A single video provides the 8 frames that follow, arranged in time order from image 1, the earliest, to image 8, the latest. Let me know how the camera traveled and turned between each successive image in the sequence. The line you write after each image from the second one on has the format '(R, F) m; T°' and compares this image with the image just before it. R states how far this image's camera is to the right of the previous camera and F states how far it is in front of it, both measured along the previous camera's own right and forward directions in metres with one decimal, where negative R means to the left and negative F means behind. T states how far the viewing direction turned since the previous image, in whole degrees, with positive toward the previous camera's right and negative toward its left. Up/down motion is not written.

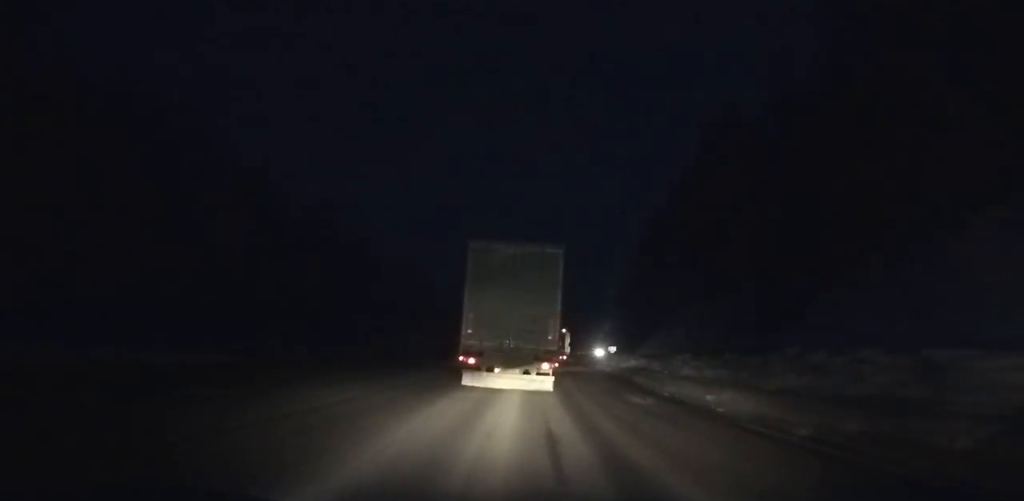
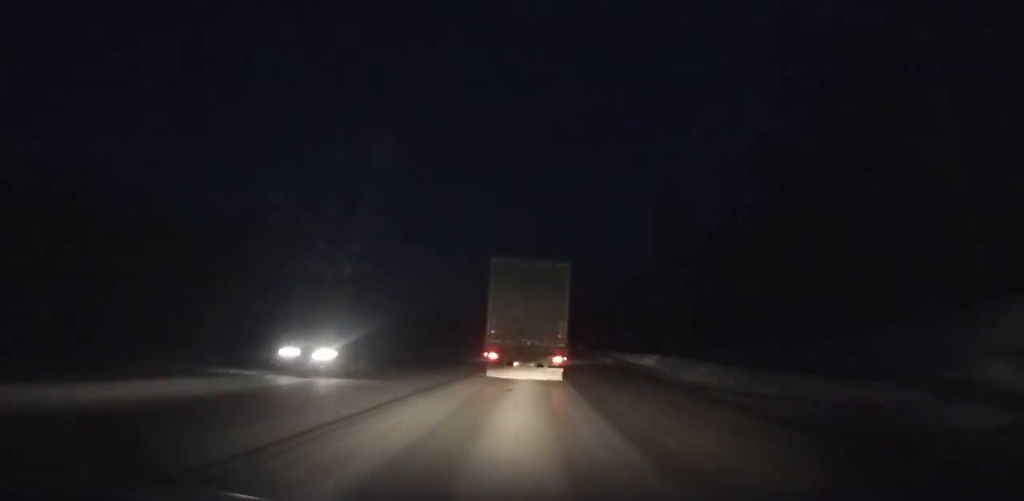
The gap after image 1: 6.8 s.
(+7.8, +107.7) m; +8°
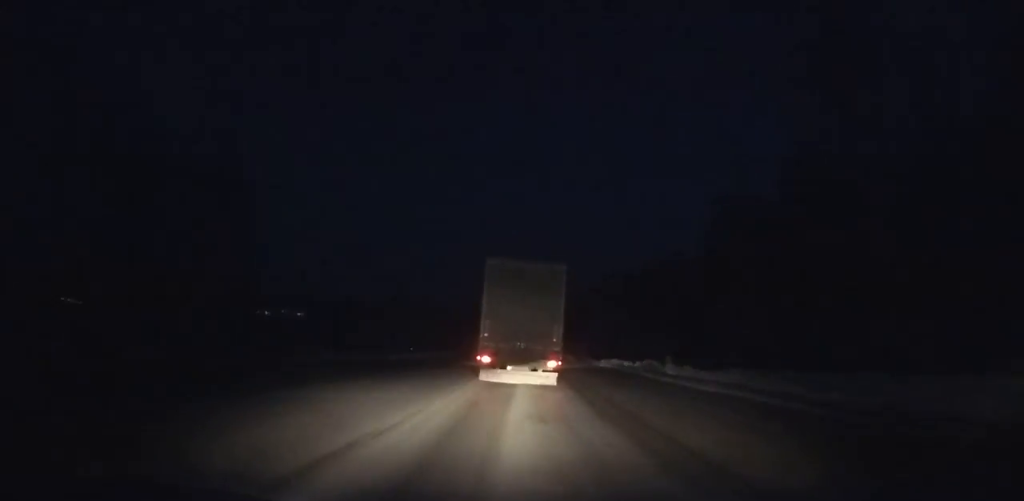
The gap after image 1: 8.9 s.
(+0.6, +35.3) m; +1°
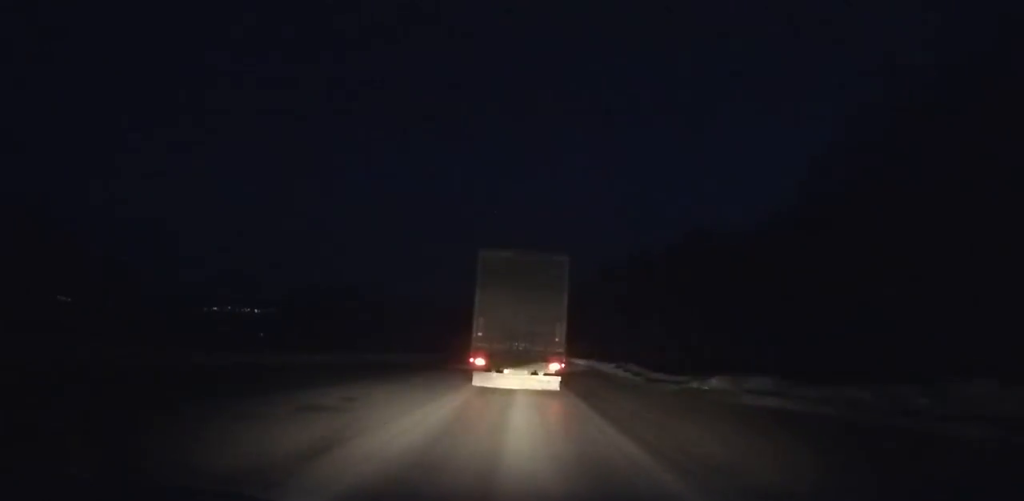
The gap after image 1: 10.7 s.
(+0.3, +30.6) m; +1°
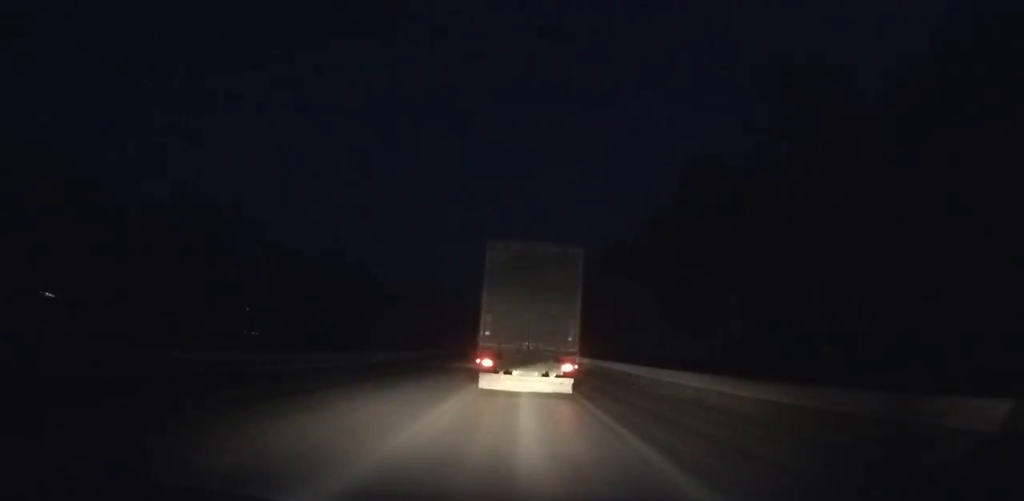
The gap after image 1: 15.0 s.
(+0.2, +72.6) m; 0°
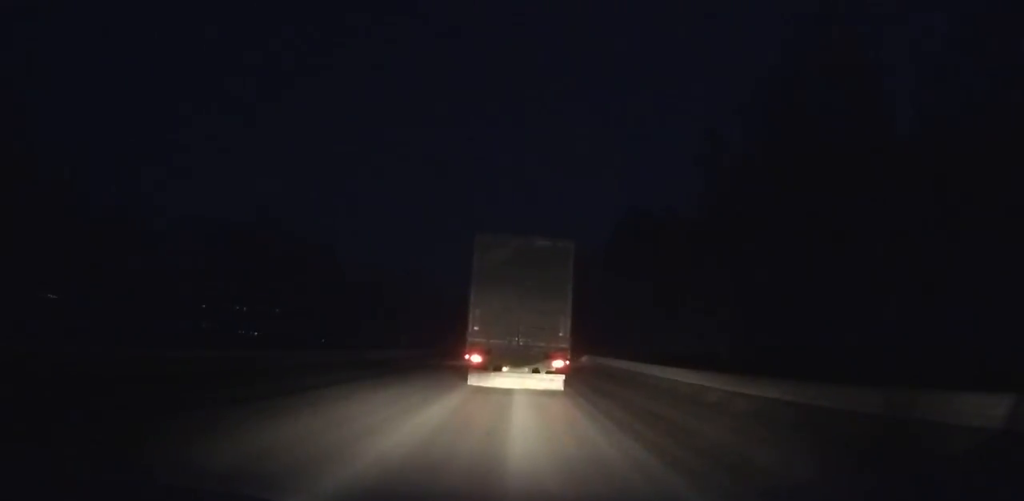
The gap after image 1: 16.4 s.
(+0.1, +23.4) m; 0°
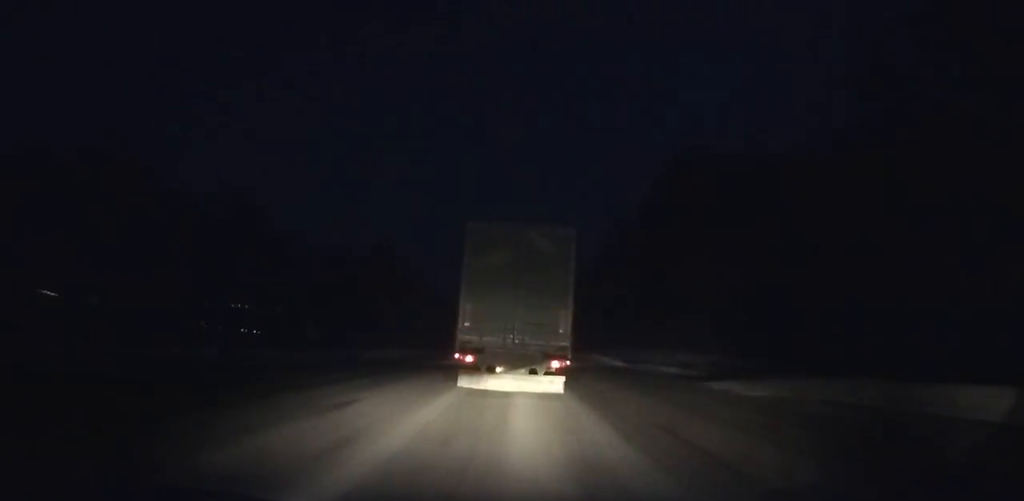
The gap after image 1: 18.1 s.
(0.0, +28.2) m; 0°
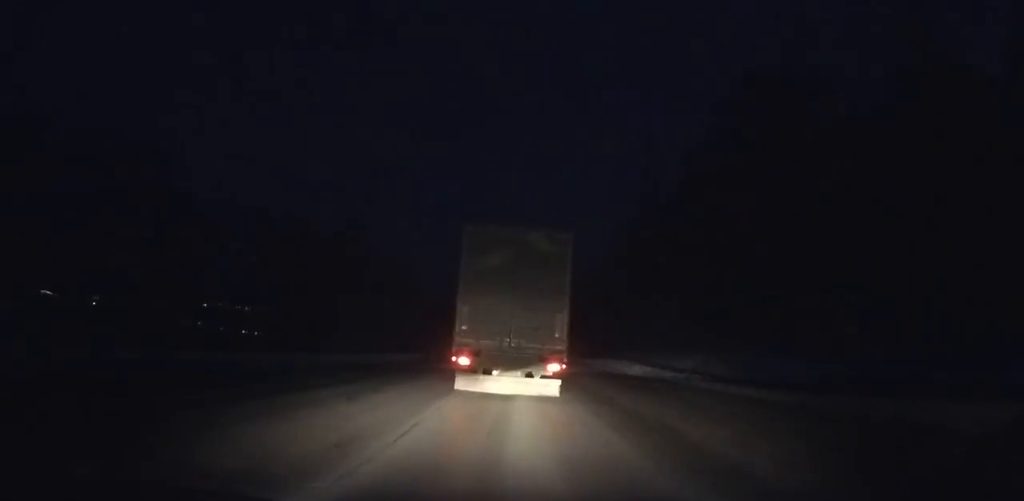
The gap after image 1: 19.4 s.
(-0.1, +21.5) m; 0°
